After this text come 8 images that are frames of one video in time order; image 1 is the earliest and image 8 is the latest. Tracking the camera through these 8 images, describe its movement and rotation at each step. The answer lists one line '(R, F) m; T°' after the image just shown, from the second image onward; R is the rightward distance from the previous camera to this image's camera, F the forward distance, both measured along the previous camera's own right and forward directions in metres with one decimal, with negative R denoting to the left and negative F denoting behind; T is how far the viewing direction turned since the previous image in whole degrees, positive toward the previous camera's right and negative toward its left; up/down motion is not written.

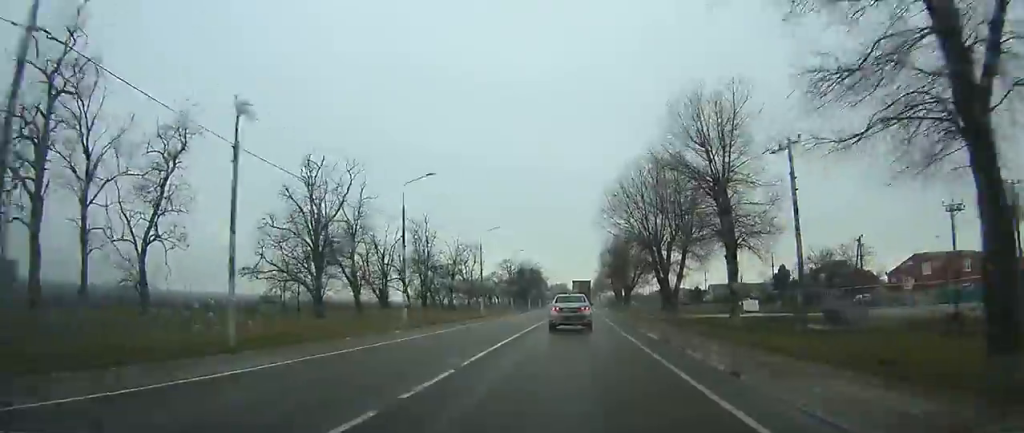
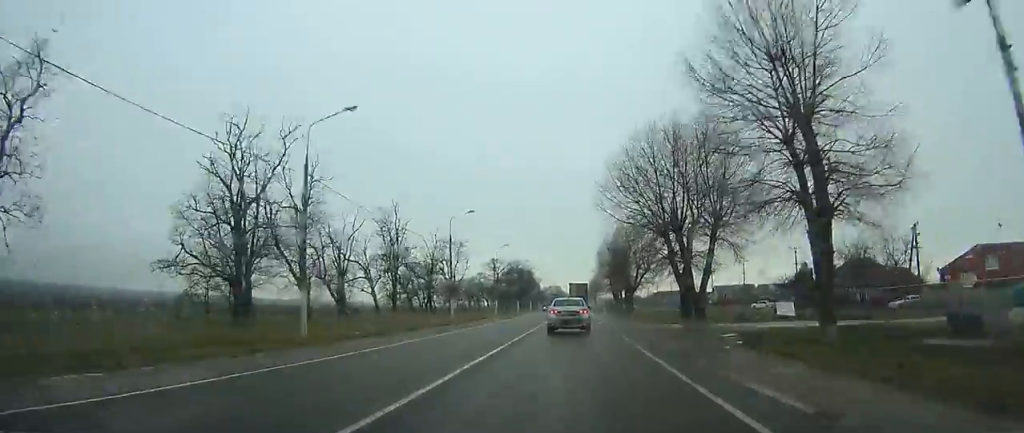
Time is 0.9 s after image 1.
(0.0, +14.3) m; 0°
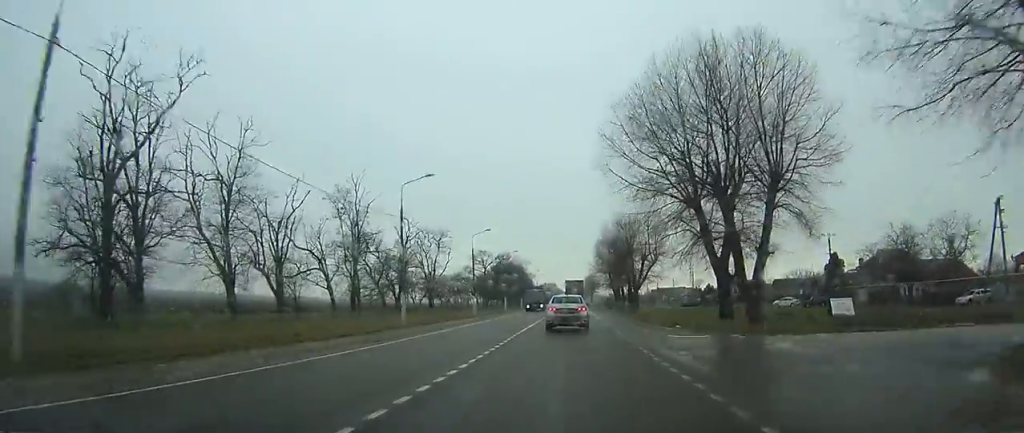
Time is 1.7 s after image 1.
(0.0, +14.4) m; 0°
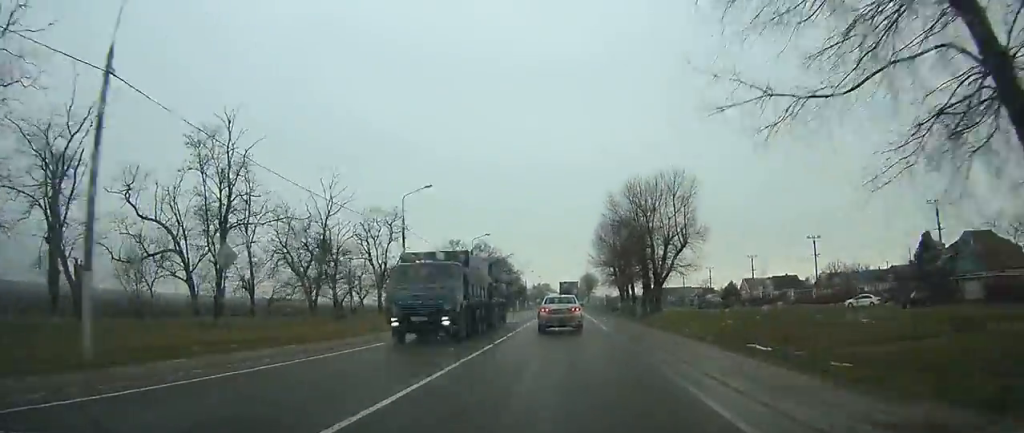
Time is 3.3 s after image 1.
(-0.1, +26.6) m; 0°
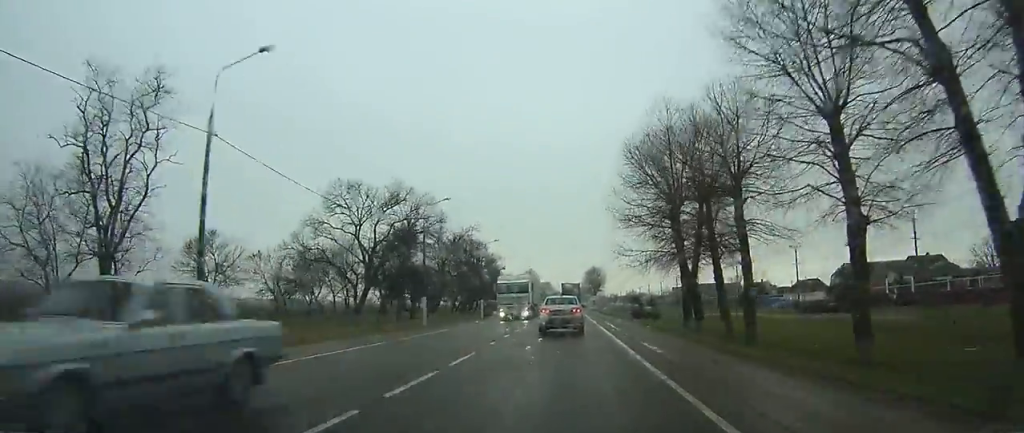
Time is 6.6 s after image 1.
(+0.6, +54.4) m; +1°
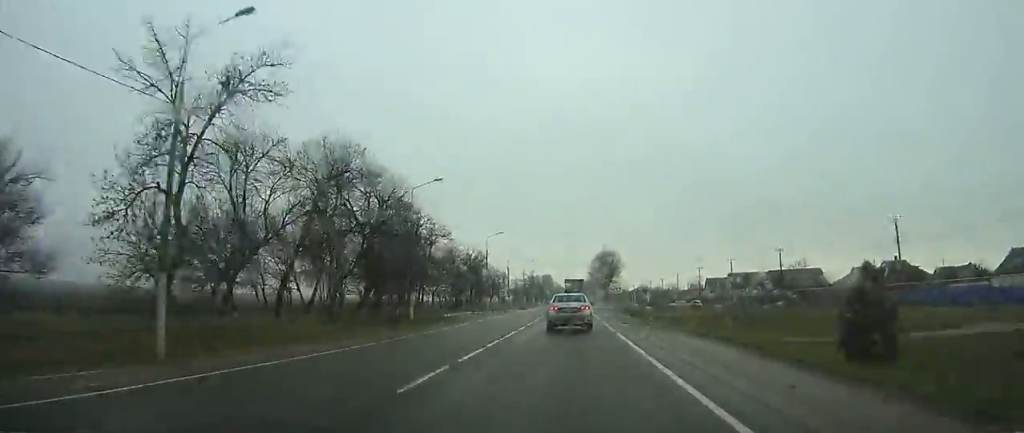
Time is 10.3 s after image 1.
(-0.9, +61.0) m; -1°
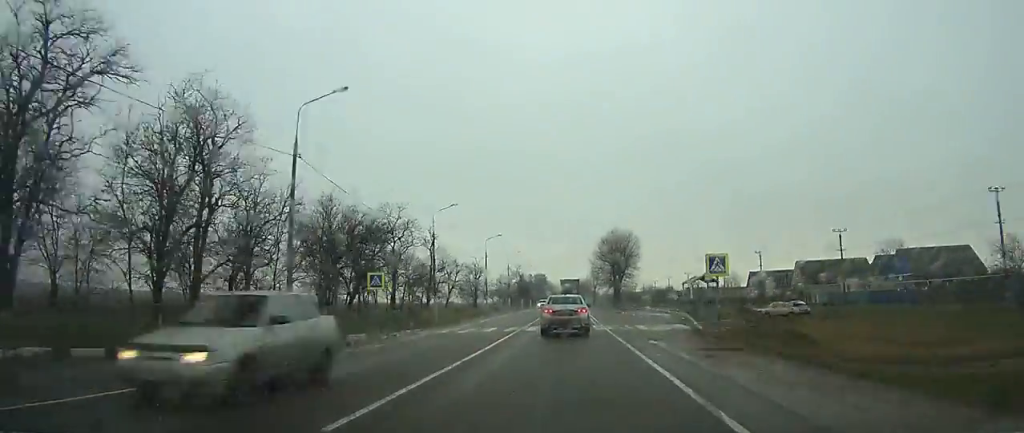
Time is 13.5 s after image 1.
(+0.6, +53.9) m; +1°
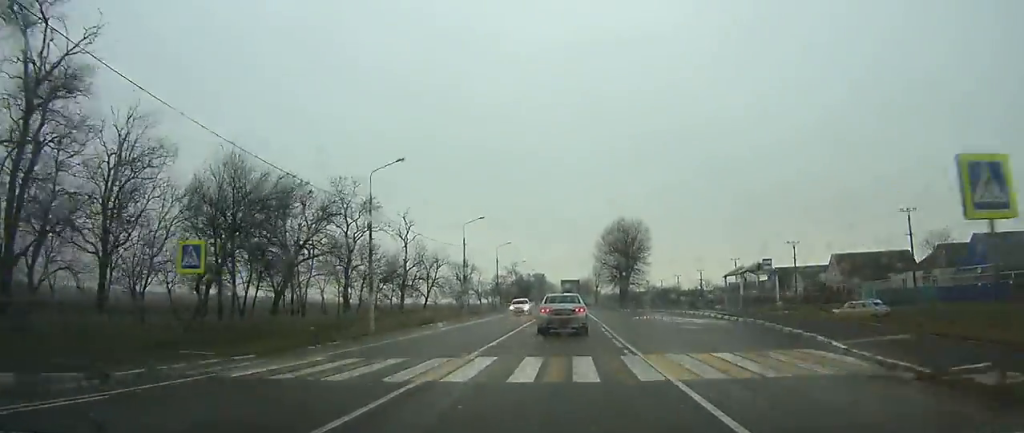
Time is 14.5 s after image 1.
(0.0, +16.4) m; 0°
